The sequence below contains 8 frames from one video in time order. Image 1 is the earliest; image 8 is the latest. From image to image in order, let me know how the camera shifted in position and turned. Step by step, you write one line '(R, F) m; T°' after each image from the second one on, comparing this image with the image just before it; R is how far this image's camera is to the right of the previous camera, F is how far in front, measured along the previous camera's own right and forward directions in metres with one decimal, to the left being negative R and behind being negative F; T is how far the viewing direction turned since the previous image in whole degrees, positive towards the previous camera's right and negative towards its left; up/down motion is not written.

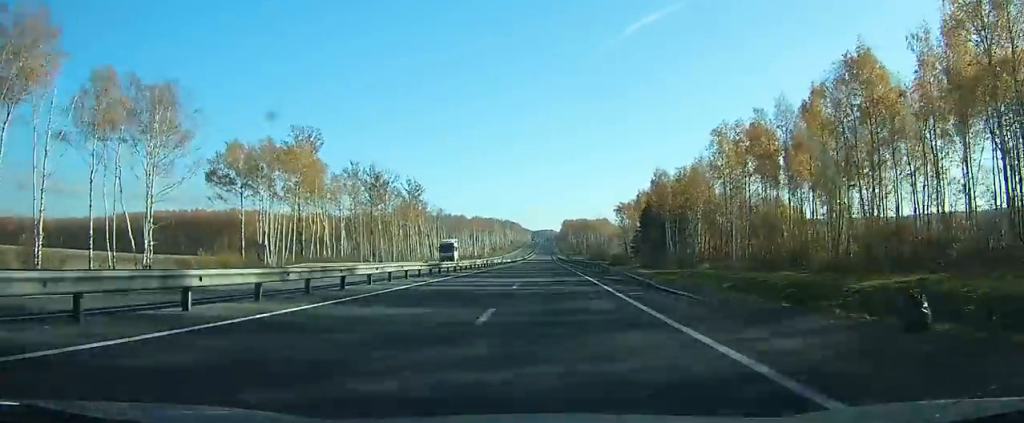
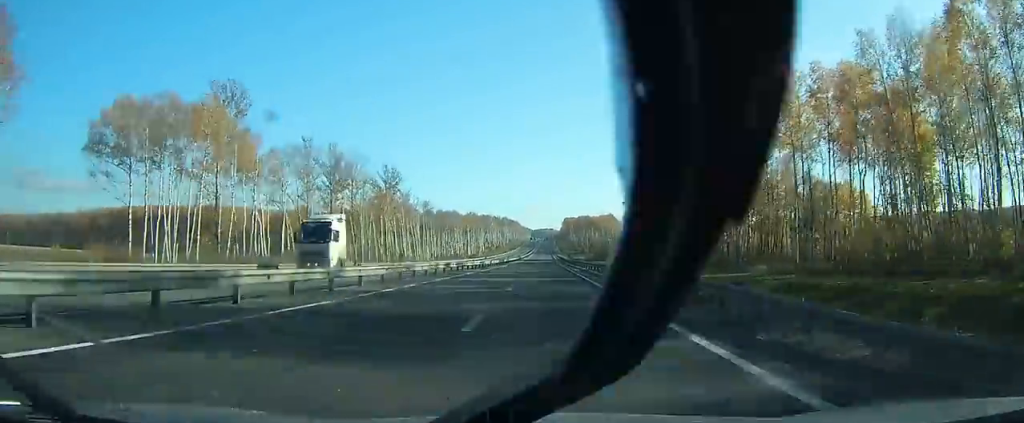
(0.0, +26.0) m; 0°
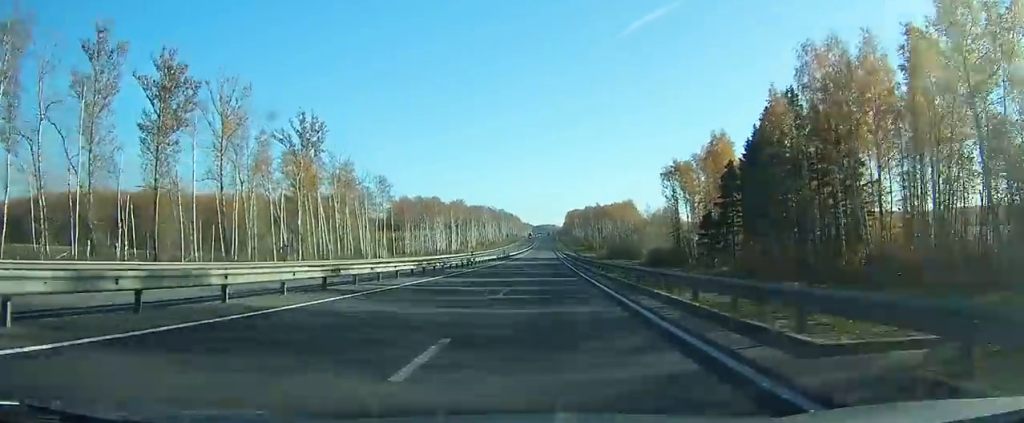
(+0.1, +53.5) m; 0°
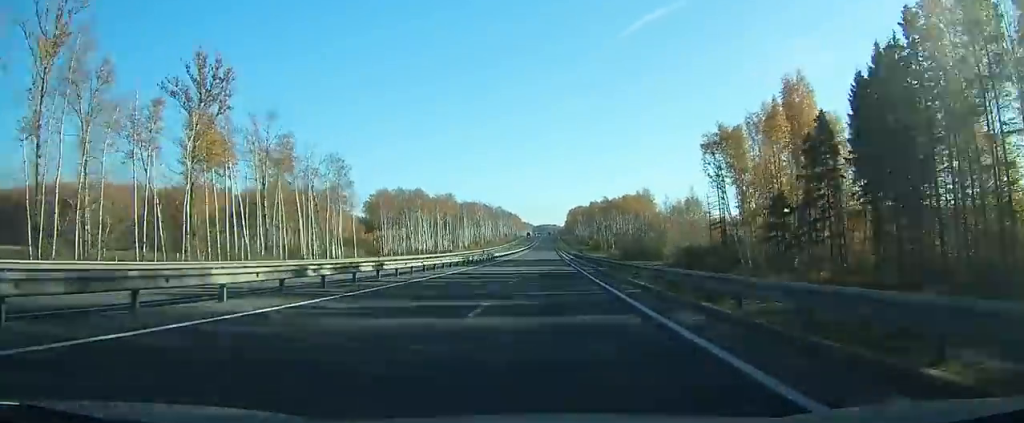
(+0.1, +30.4) m; 0°
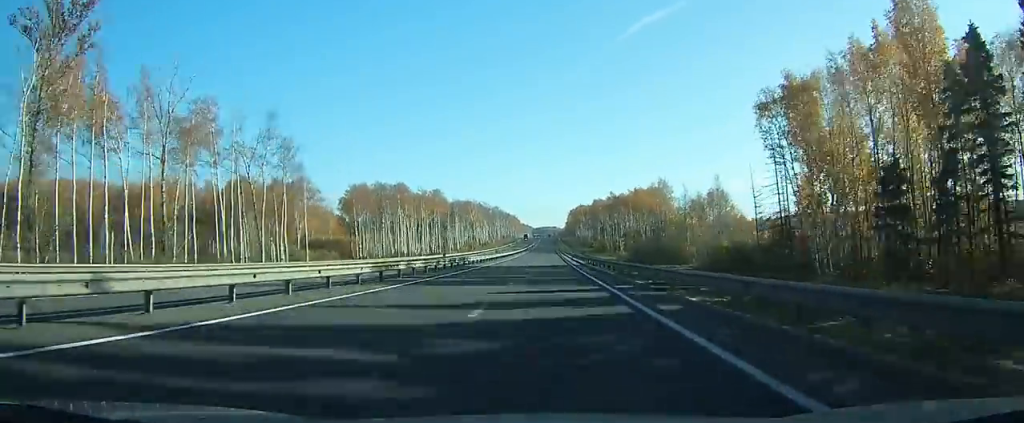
(0.0, +23.2) m; 0°
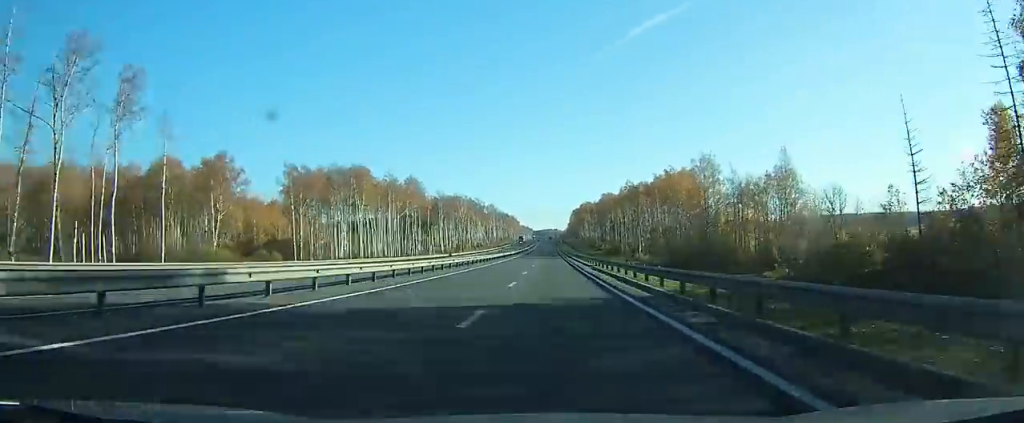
(-0.1, +36.1) m; 0°
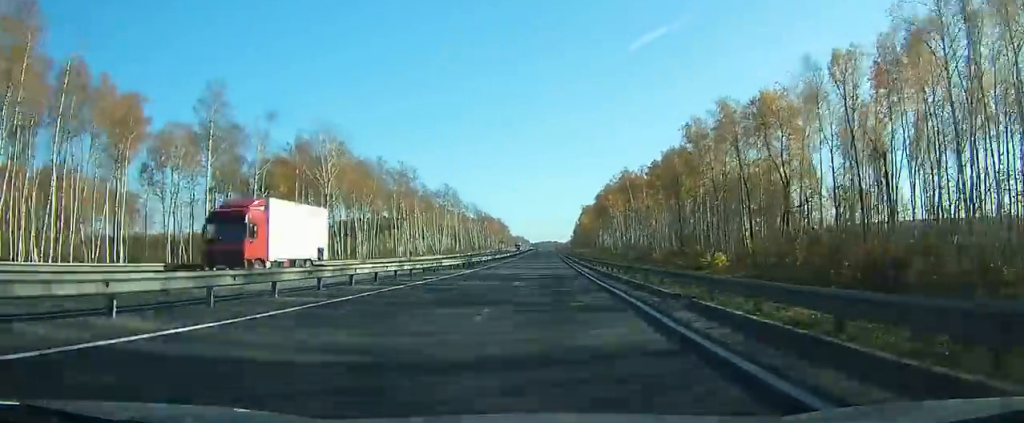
(0.0, +139.8) m; 0°
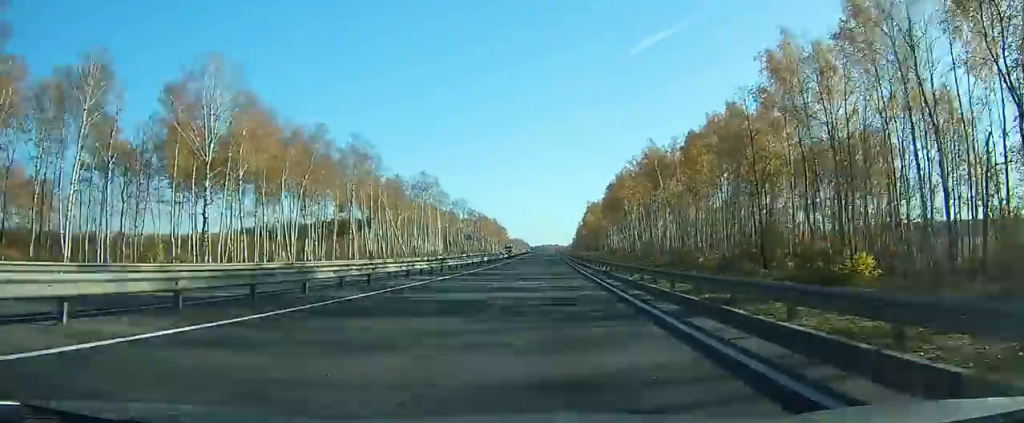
(0.0, +32.7) m; 0°
